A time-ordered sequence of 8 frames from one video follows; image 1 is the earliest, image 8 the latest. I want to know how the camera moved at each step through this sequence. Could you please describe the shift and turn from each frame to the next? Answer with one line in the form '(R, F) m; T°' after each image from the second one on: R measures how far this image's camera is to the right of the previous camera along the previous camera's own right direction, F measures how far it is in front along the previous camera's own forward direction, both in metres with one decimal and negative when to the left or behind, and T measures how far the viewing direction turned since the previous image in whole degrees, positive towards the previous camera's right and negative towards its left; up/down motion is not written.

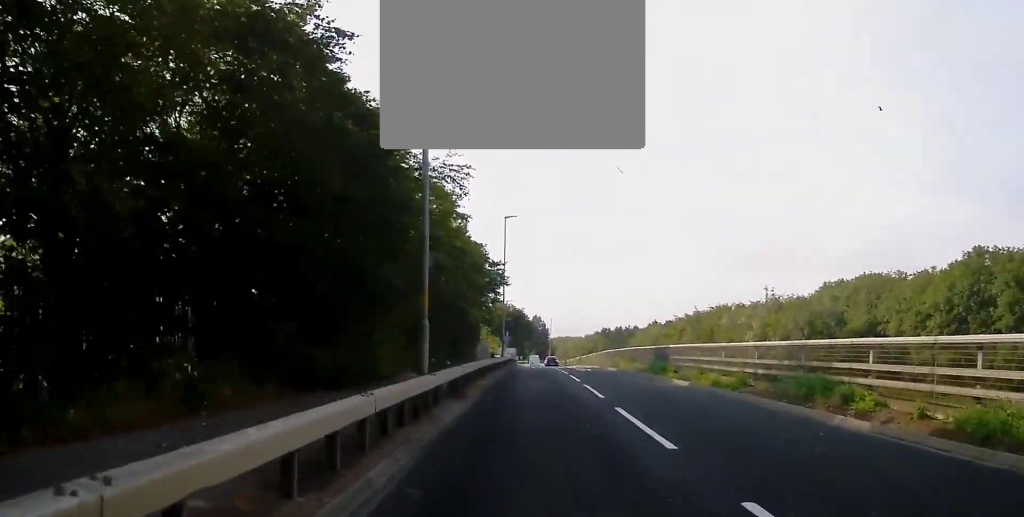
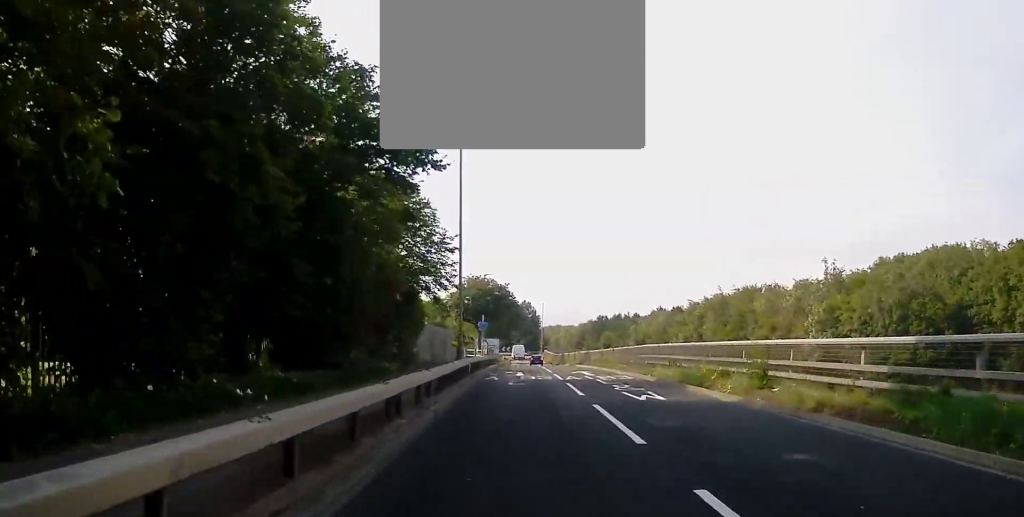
(+0.3, +25.7) m; +1°
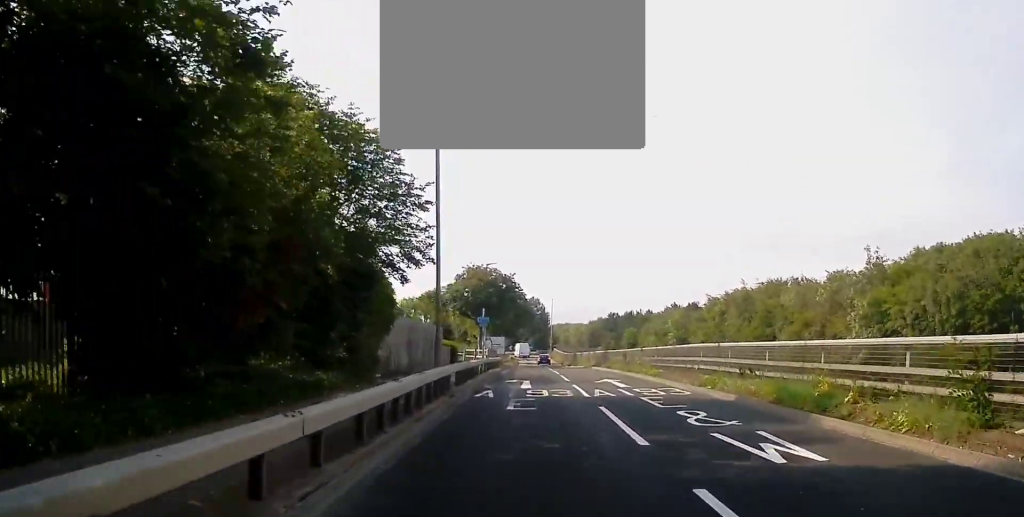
(-0.1, +8.8) m; -1°
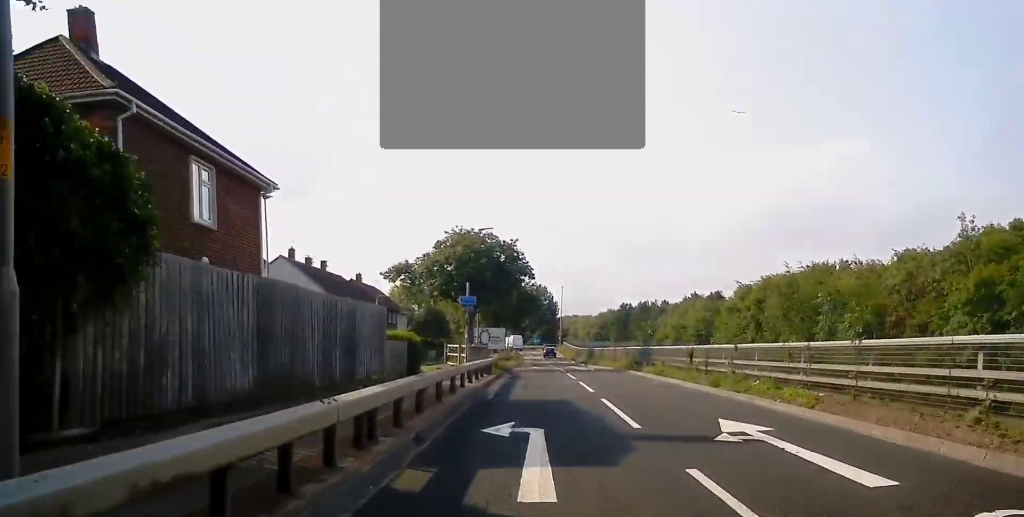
(-0.1, +16.4) m; -1°
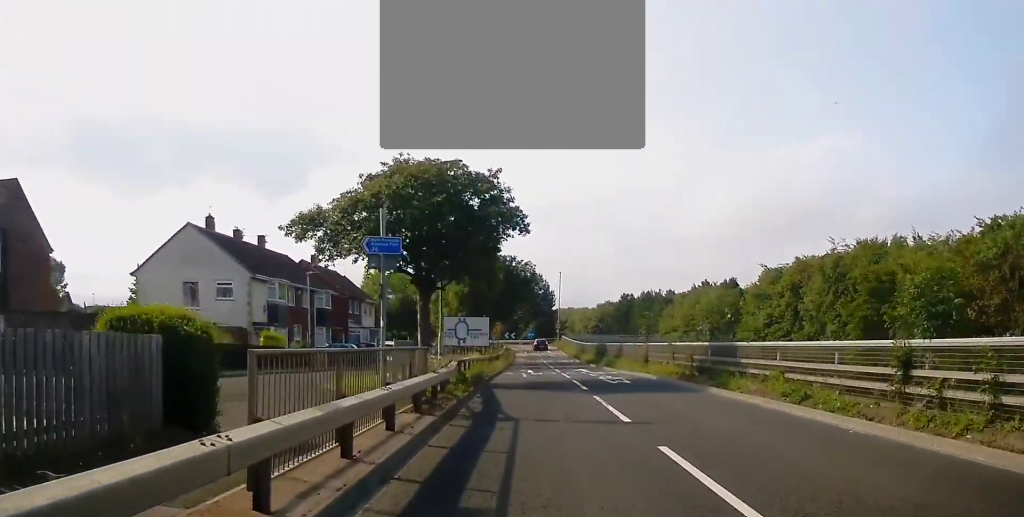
(0.0, +16.6) m; +1°
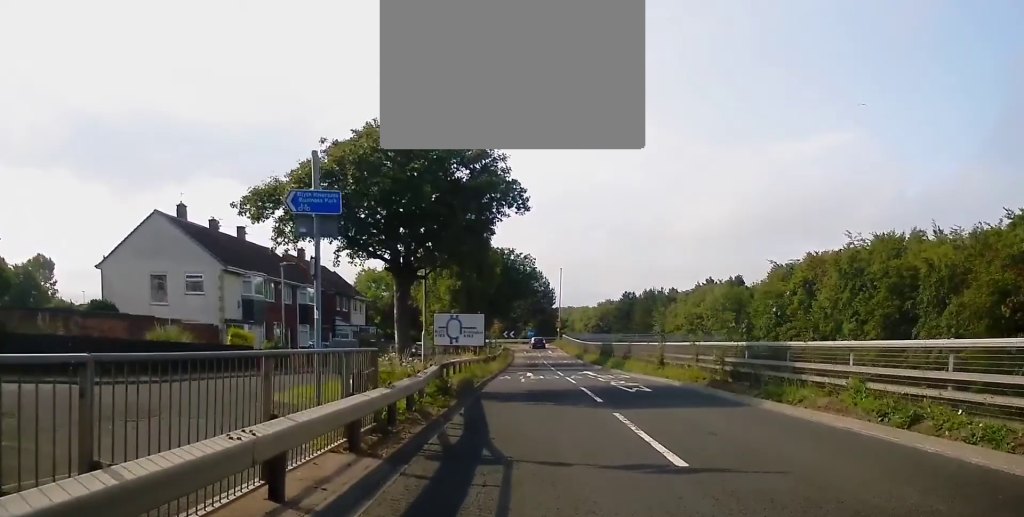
(0.0, +4.4) m; 0°
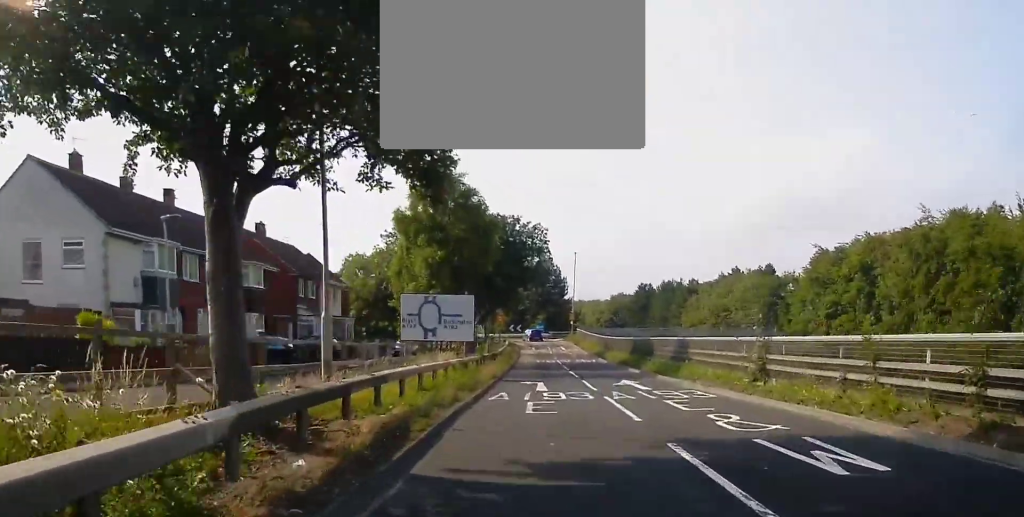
(0.0, +13.2) m; 0°
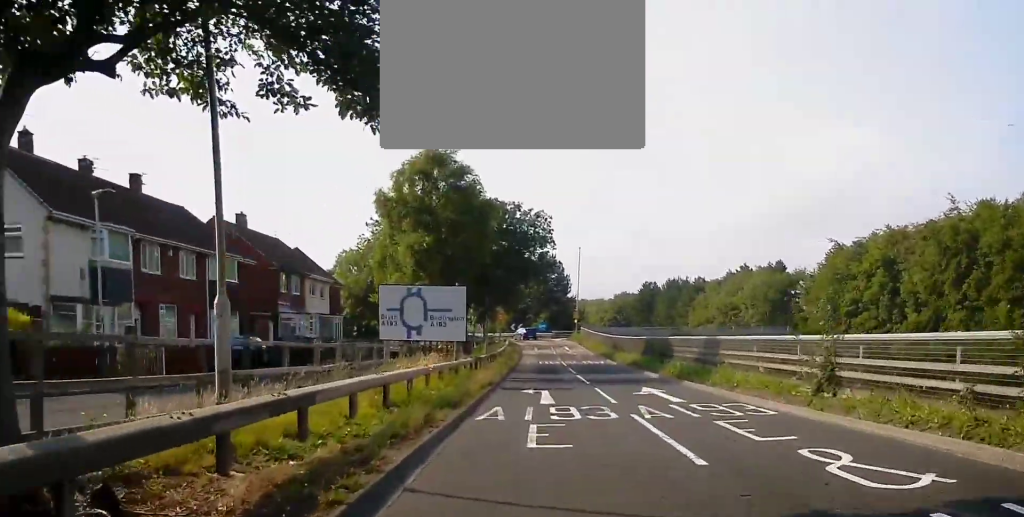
(0.0, +4.5) m; 0°
